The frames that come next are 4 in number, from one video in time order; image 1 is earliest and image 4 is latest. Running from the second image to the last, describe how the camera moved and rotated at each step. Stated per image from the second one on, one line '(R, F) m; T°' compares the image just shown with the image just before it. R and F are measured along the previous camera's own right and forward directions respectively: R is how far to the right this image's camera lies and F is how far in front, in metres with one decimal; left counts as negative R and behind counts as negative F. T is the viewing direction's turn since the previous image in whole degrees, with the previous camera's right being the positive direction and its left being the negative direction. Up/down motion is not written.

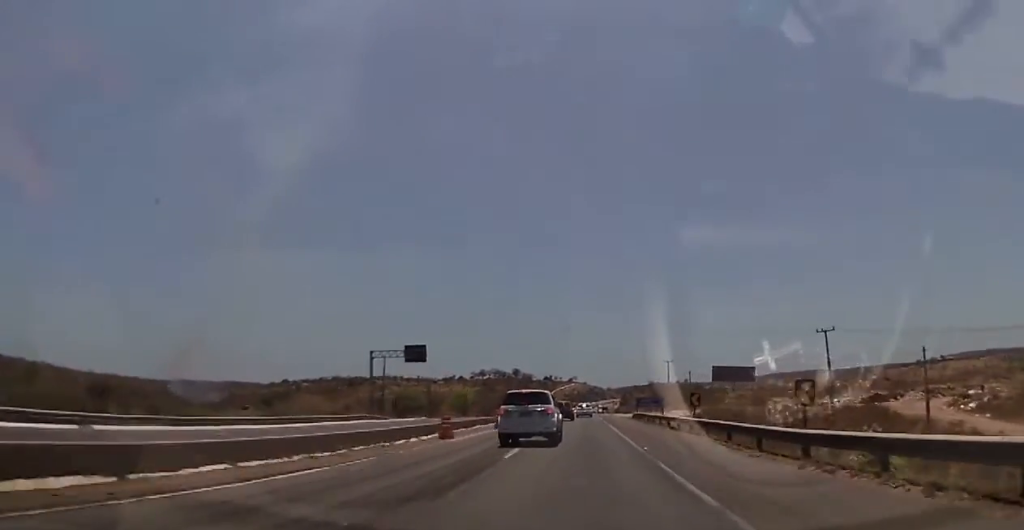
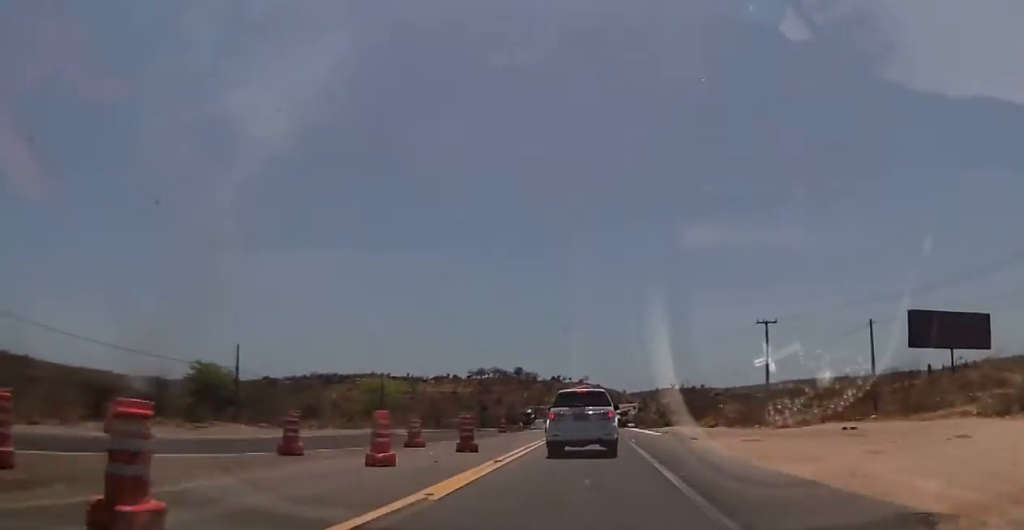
(0.0, +88.6) m; 0°
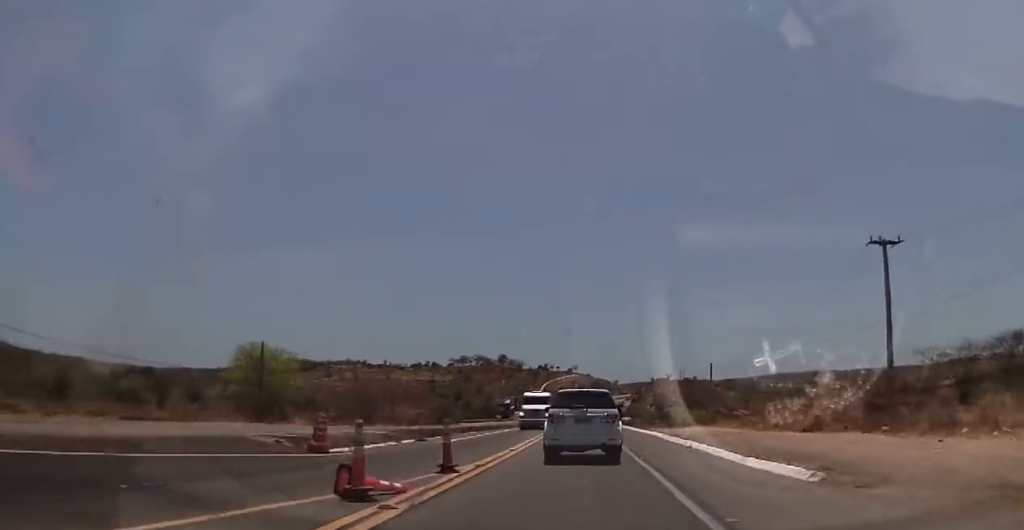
(-0.5, +42.7) m; 0°
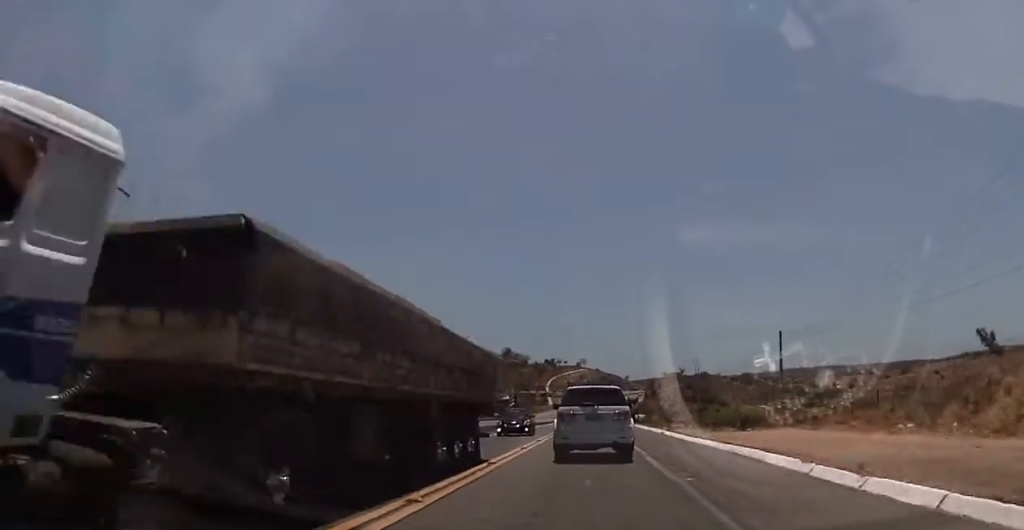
(+0.1, +32.6) m; 0°
